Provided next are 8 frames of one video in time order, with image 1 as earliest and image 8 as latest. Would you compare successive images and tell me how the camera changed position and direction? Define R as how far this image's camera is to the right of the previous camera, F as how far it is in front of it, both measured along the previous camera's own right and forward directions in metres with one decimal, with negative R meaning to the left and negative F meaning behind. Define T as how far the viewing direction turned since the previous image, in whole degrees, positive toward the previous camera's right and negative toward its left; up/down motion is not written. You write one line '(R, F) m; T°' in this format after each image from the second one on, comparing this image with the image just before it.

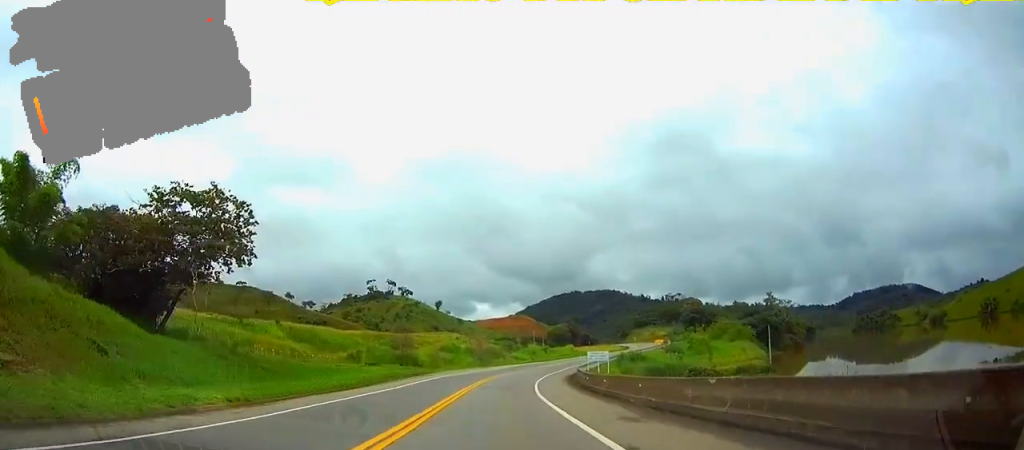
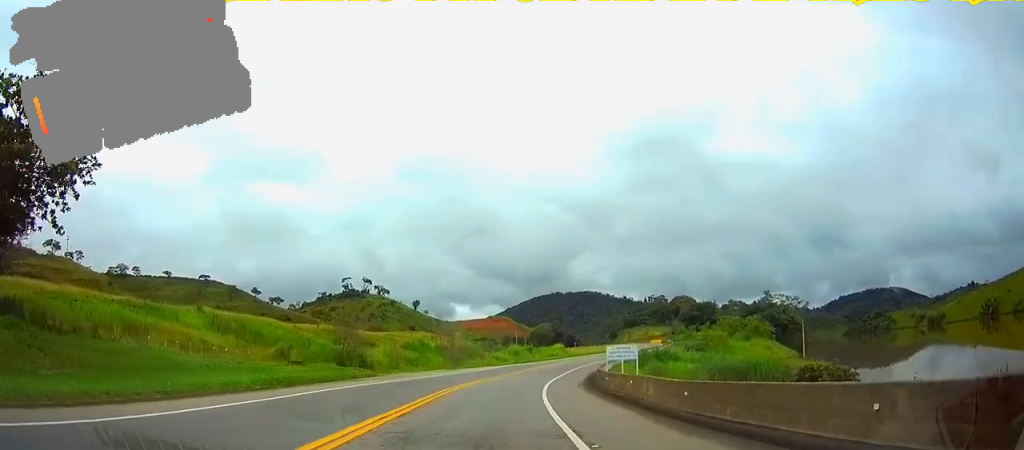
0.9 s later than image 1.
(+0.2, +27.0) m; +1°
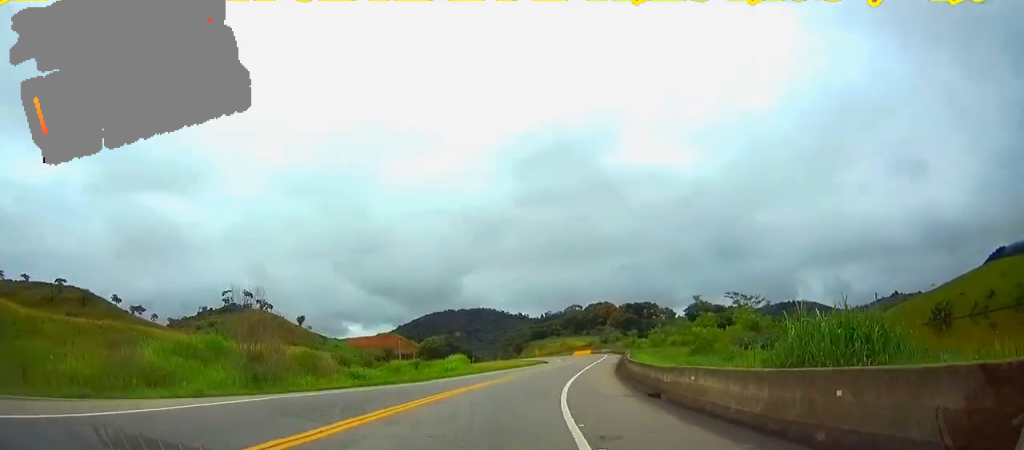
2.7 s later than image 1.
(+2.9, +54.6) m; +8°
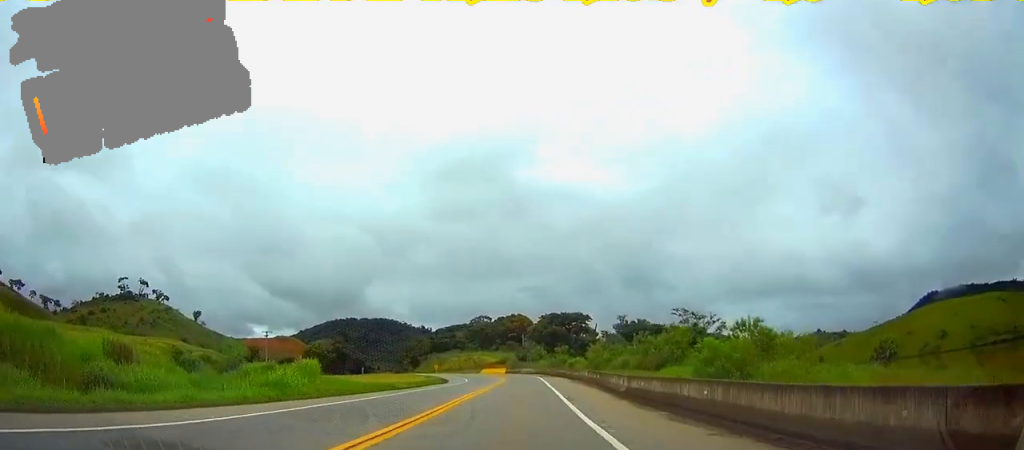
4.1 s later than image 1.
(+3.1, +40.1) m; +7°
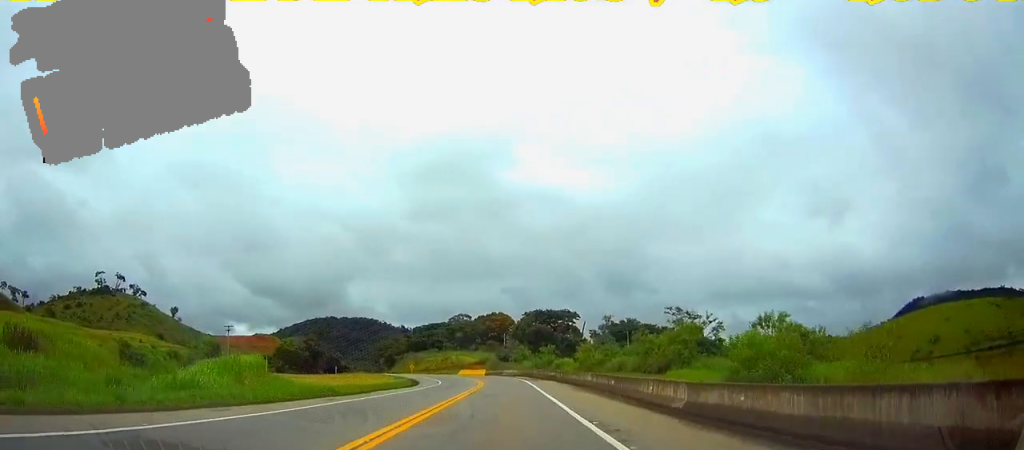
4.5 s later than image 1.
(+0.1, +12.5) m; +1°
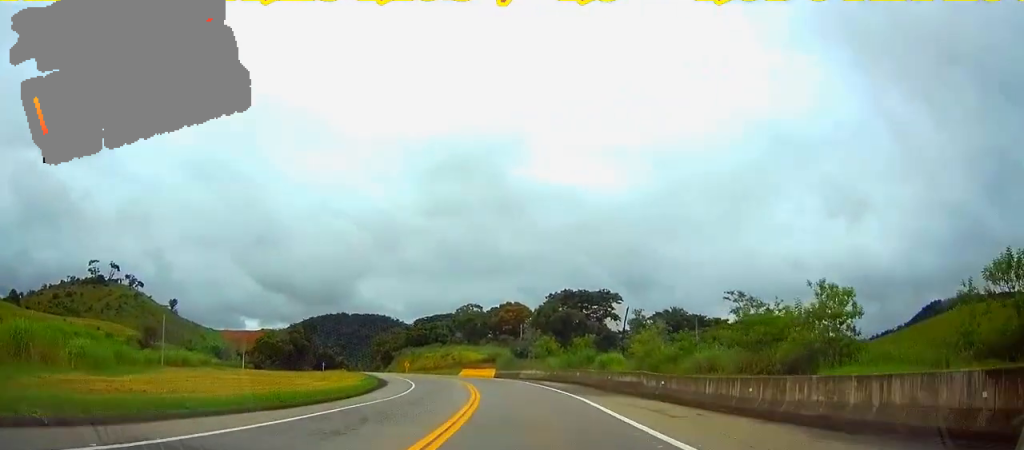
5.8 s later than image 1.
(+0.7, +36.0) m; +2°
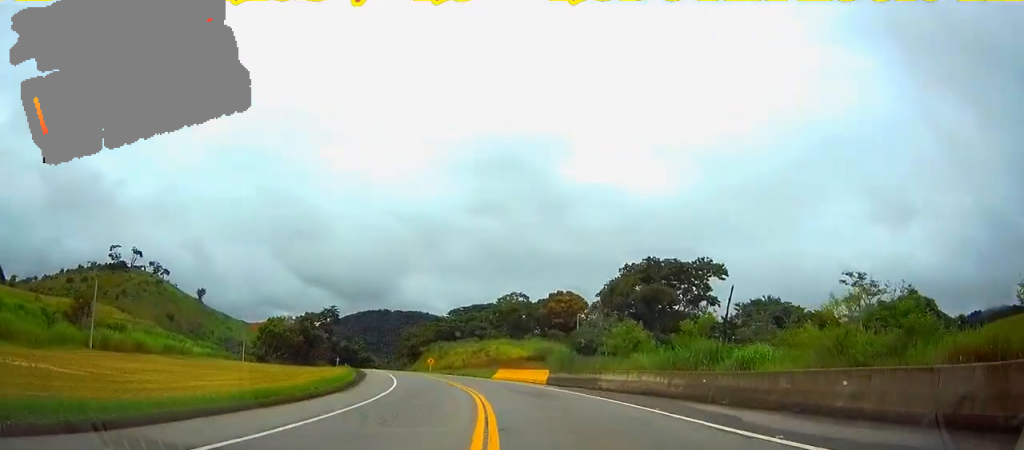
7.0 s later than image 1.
(-0.1, +33.2) m; -2°
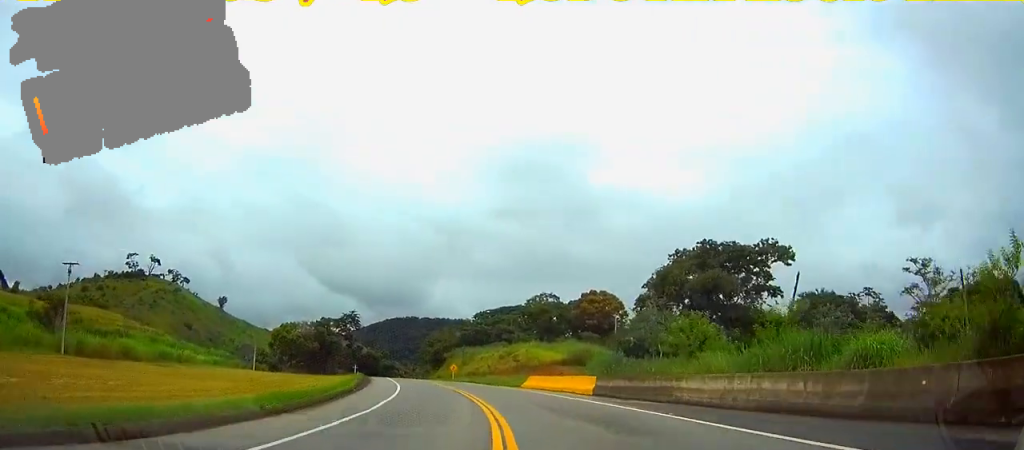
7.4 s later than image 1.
(-0.1, +11.8) m; -2°
